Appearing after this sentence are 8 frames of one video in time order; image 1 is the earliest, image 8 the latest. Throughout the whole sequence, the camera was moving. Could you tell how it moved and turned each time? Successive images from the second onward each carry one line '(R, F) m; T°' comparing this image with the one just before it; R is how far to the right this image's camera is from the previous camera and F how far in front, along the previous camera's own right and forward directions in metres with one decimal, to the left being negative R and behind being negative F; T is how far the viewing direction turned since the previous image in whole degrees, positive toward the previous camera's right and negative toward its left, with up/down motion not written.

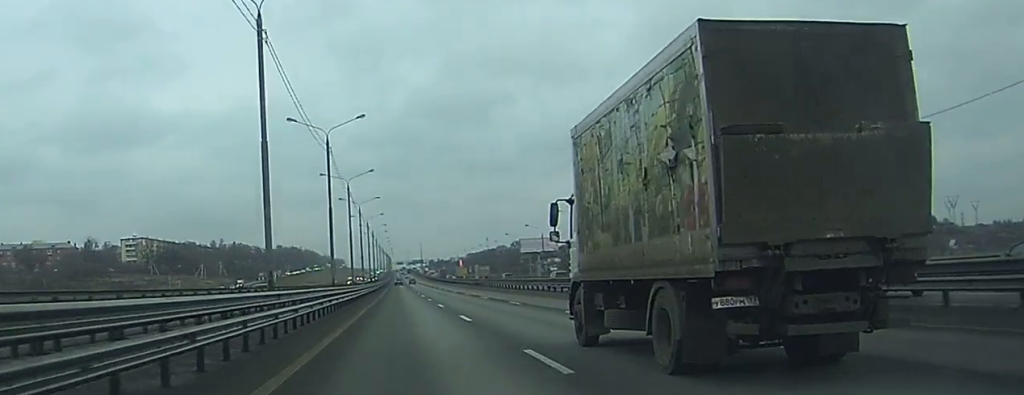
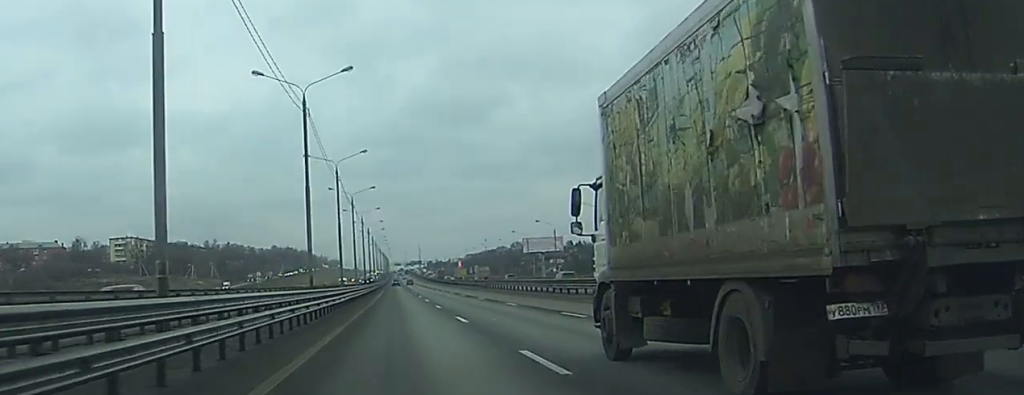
(0.0, +15.4) m; 0°
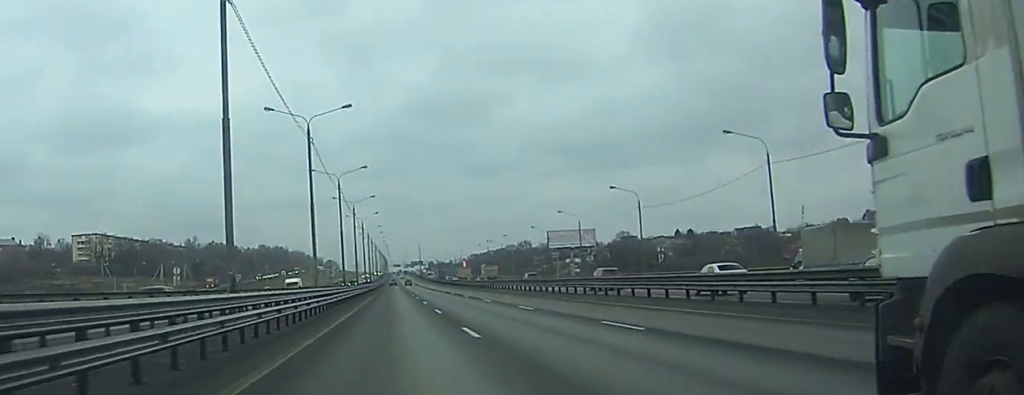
(+0.6, +51.5) m; 0°
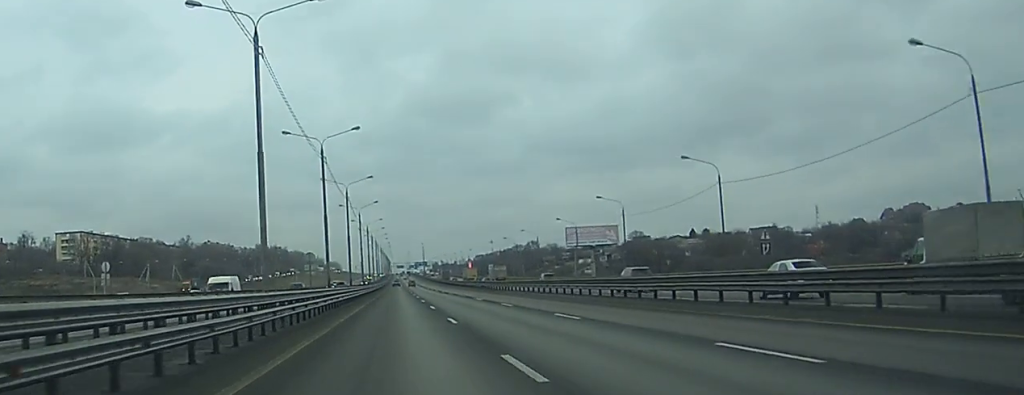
(0.0, +21.2) m; -2°
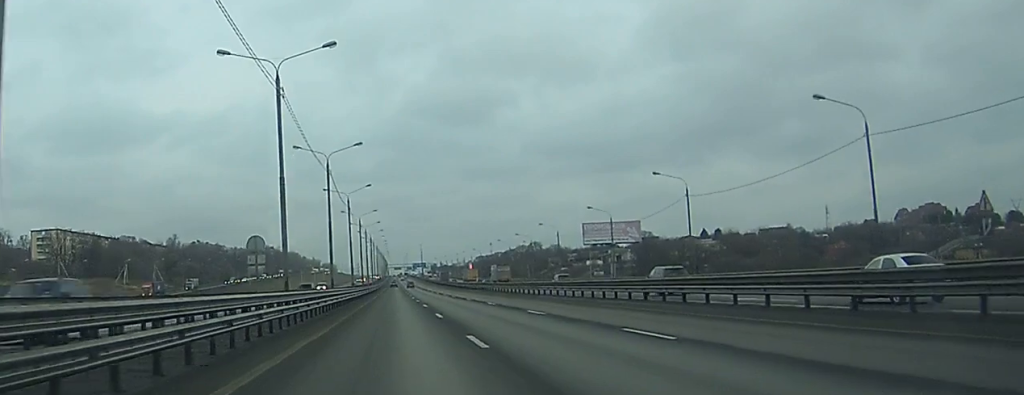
(-0.9, +21.1) m; +2°
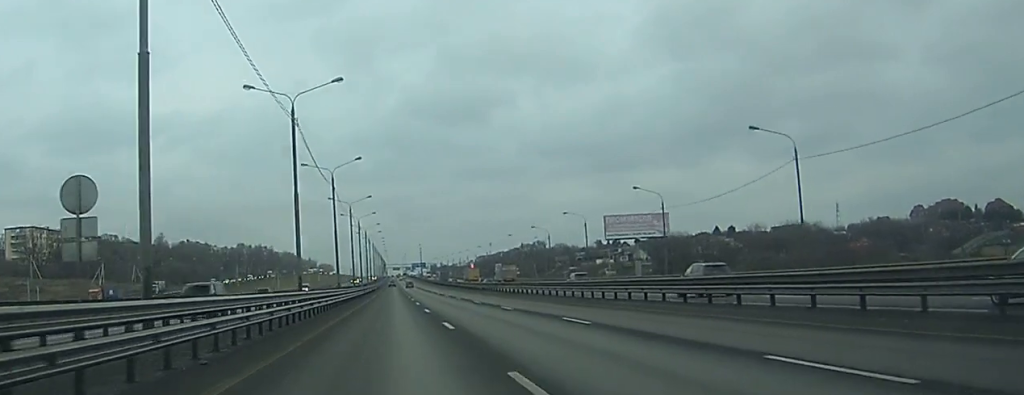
(+1.4, +24.3) m; +1°
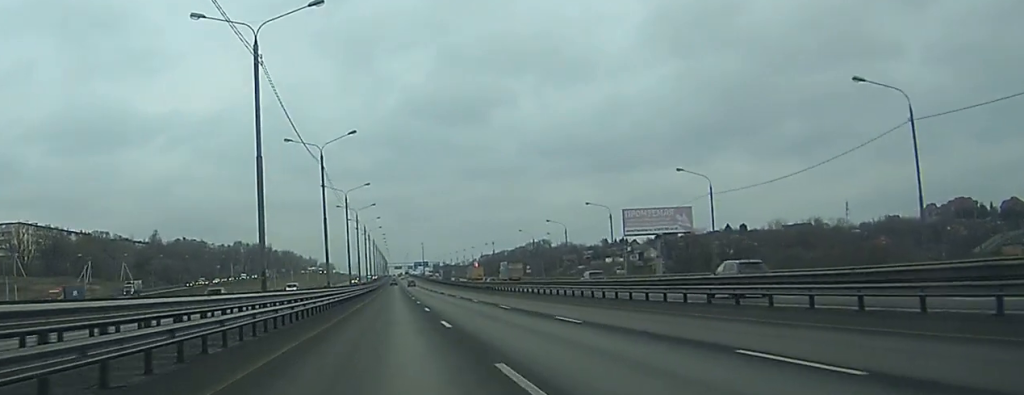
(0.0, +16.5) m; 0°
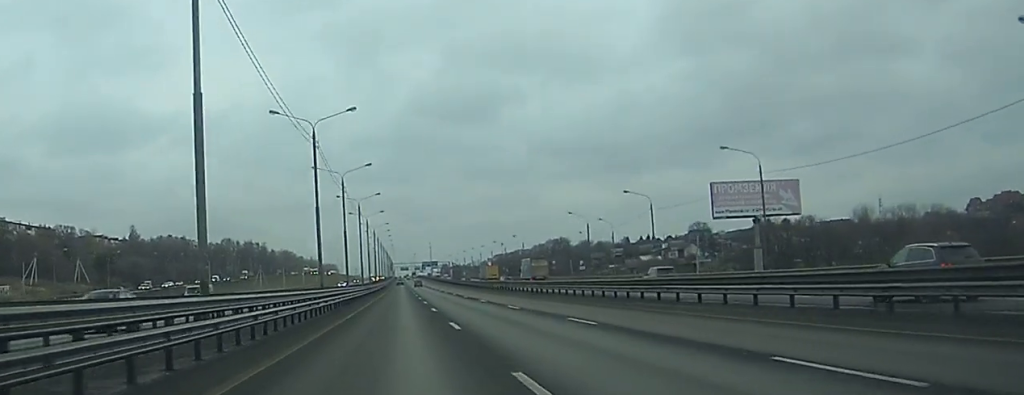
(-1.5, +58.1) m; -1°
